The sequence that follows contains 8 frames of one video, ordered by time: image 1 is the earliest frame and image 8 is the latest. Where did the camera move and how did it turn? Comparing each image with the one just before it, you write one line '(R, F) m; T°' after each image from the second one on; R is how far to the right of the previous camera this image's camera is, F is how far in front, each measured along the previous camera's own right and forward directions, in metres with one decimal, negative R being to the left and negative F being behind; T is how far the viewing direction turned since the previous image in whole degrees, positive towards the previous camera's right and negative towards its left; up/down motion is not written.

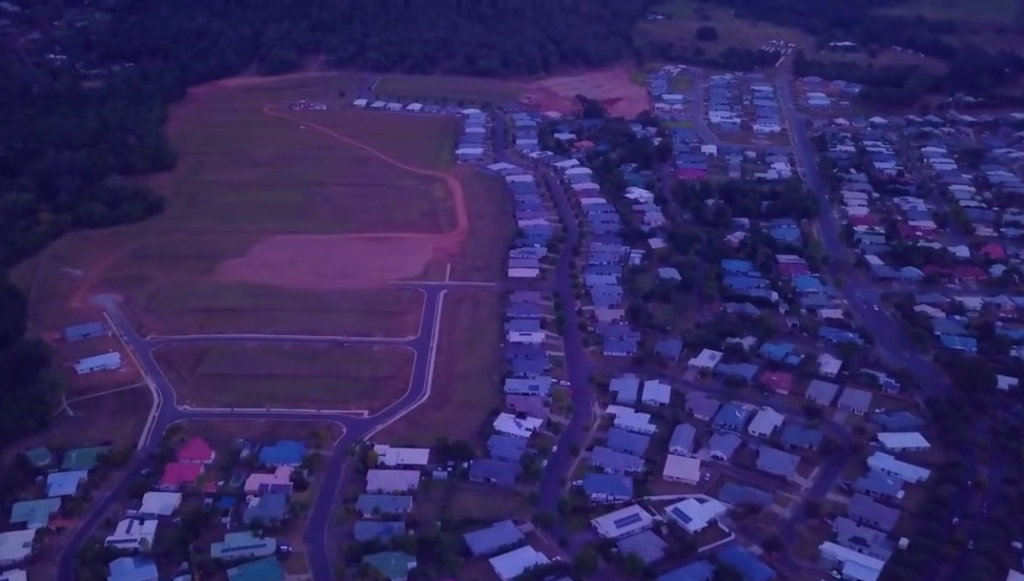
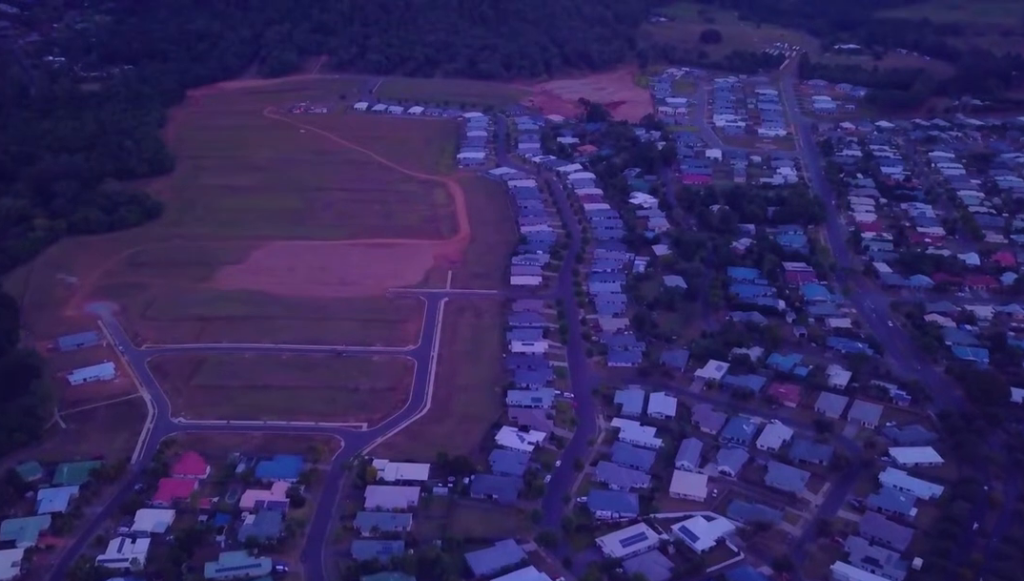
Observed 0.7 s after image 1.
(0.0, +10.0) m; 0°
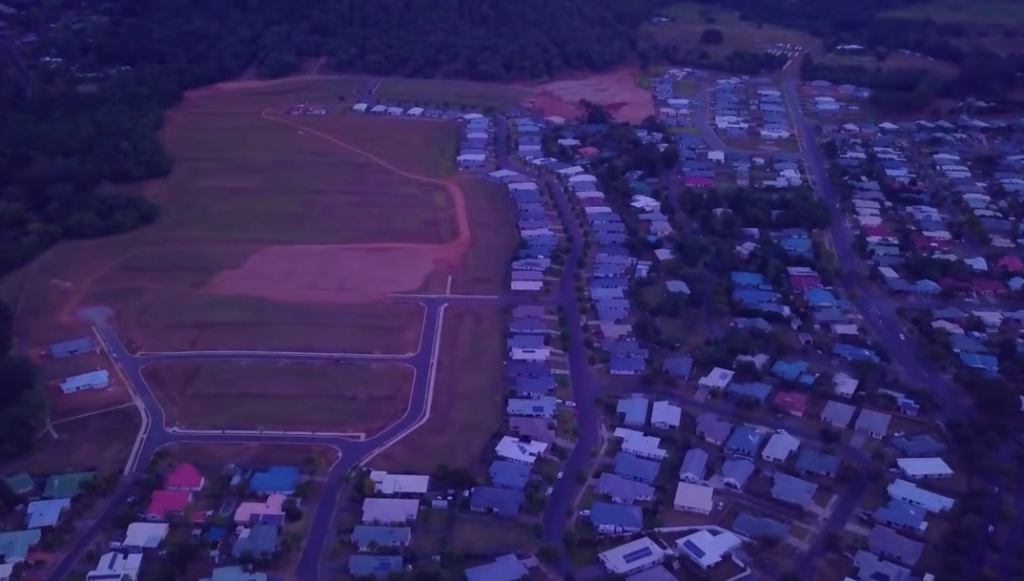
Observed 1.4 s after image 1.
(0.0, +8.3) m; 0°
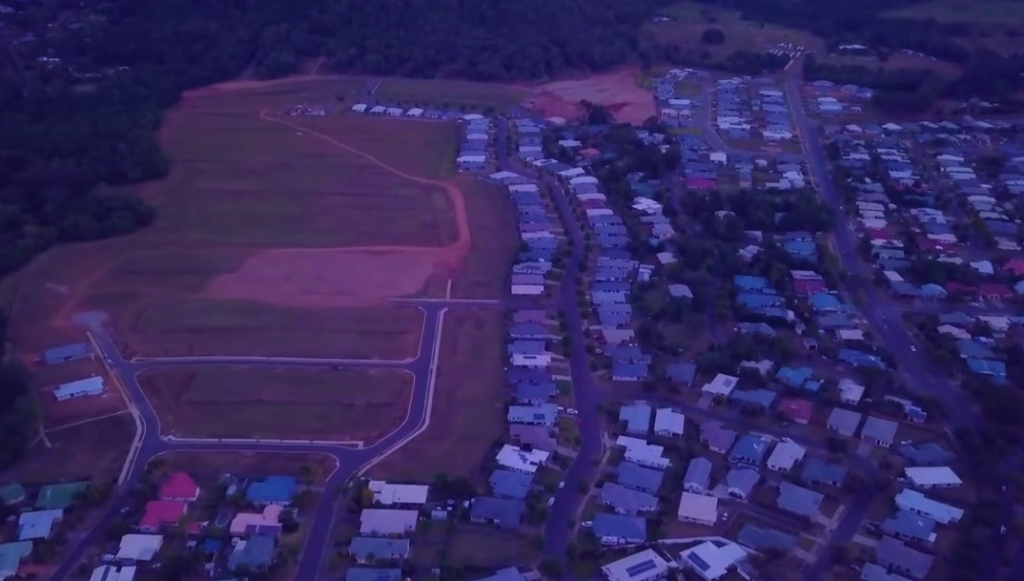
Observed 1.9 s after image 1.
(0.0, +7.0) m; 0°
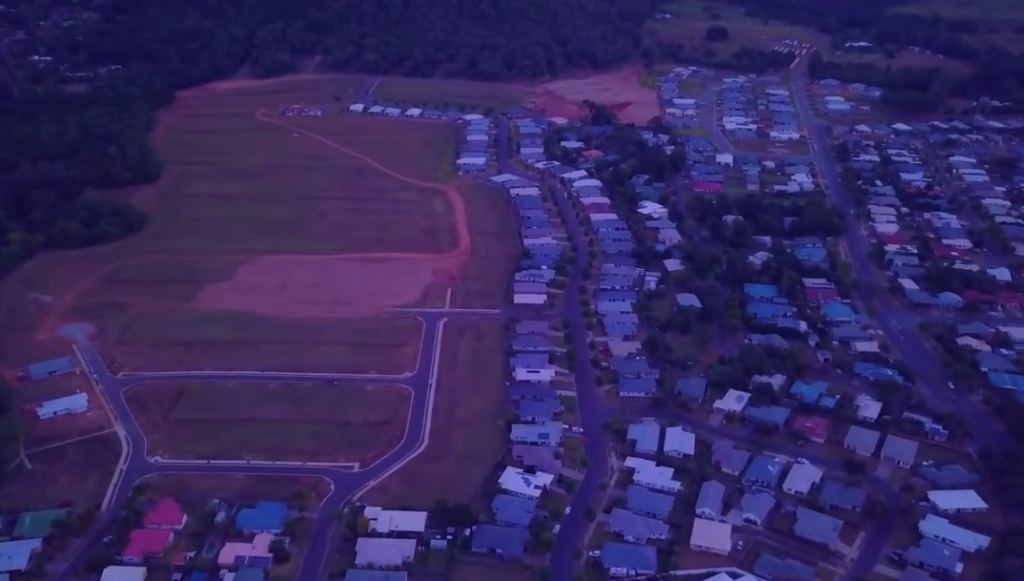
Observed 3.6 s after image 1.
(0.0, +19.9) m; 0°
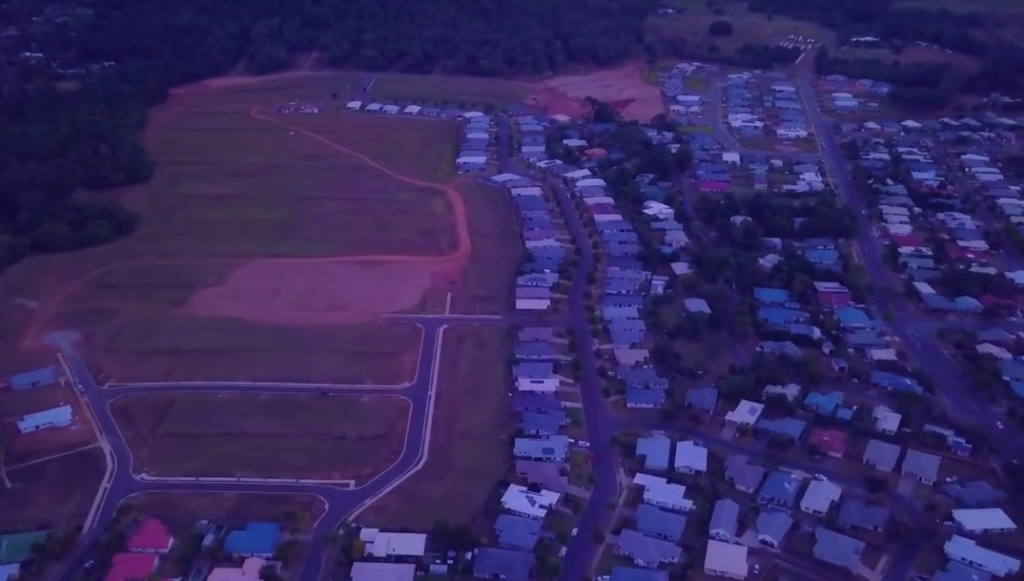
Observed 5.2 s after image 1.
(0.0, +18.9) m; 0°
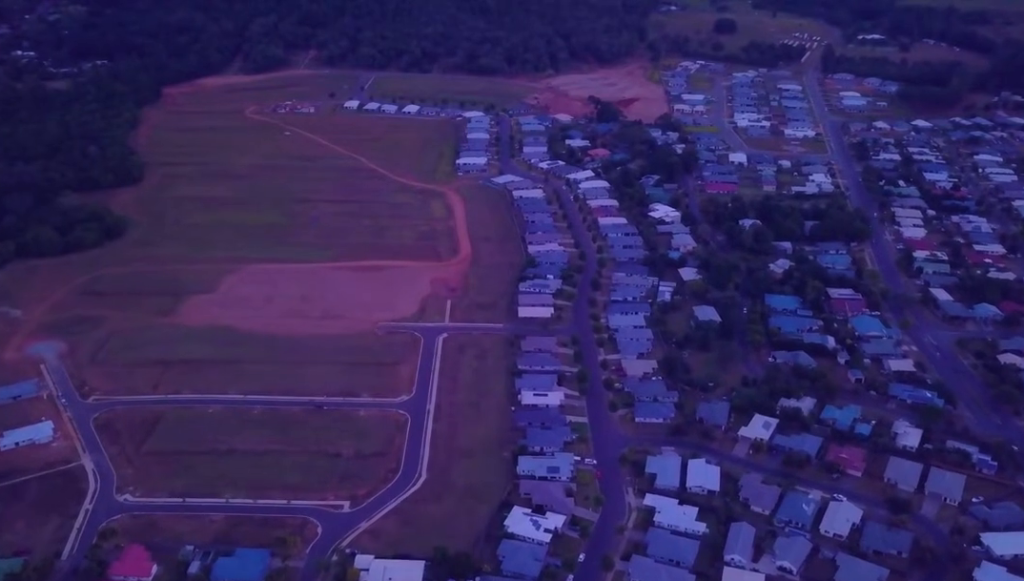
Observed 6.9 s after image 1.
(0.0, +19.1) m; 0°
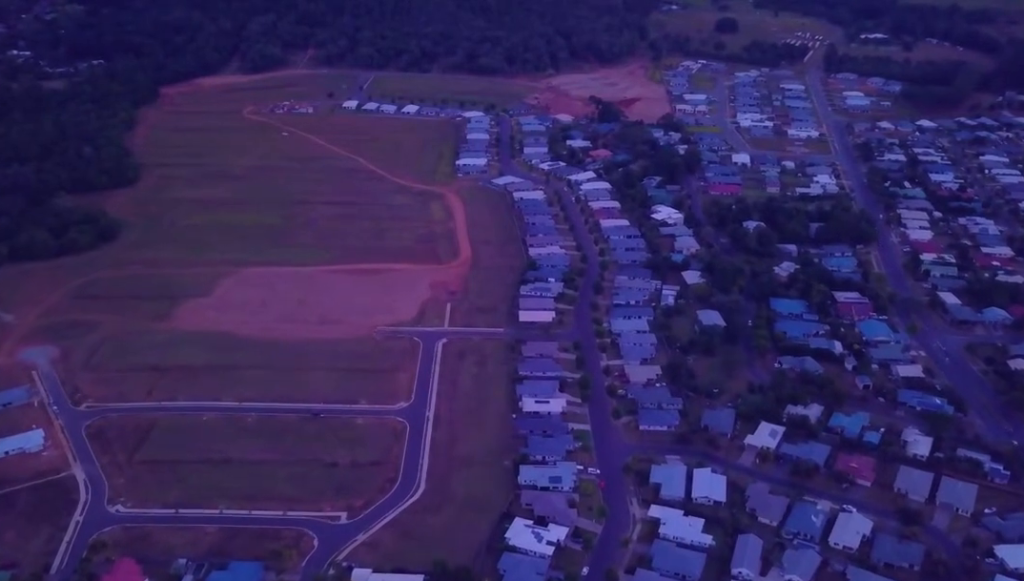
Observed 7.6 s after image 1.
(0.0, +9.0) m; 0°
